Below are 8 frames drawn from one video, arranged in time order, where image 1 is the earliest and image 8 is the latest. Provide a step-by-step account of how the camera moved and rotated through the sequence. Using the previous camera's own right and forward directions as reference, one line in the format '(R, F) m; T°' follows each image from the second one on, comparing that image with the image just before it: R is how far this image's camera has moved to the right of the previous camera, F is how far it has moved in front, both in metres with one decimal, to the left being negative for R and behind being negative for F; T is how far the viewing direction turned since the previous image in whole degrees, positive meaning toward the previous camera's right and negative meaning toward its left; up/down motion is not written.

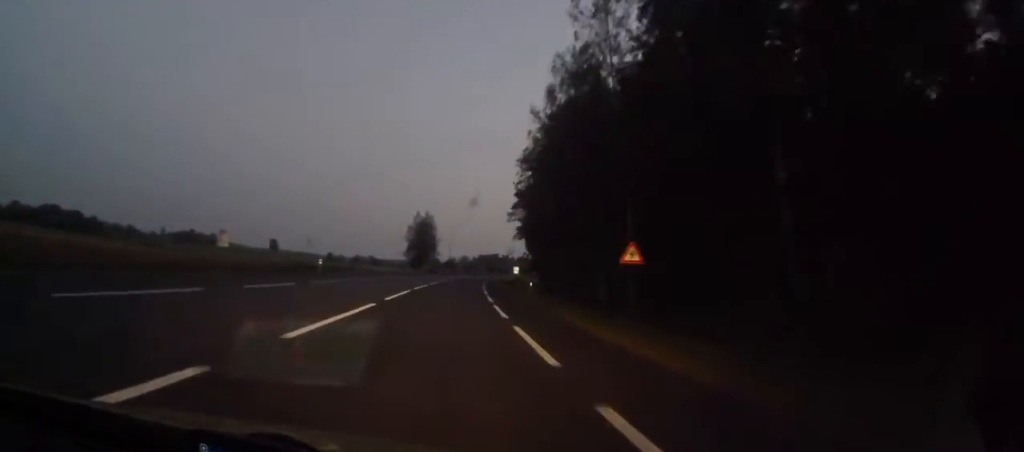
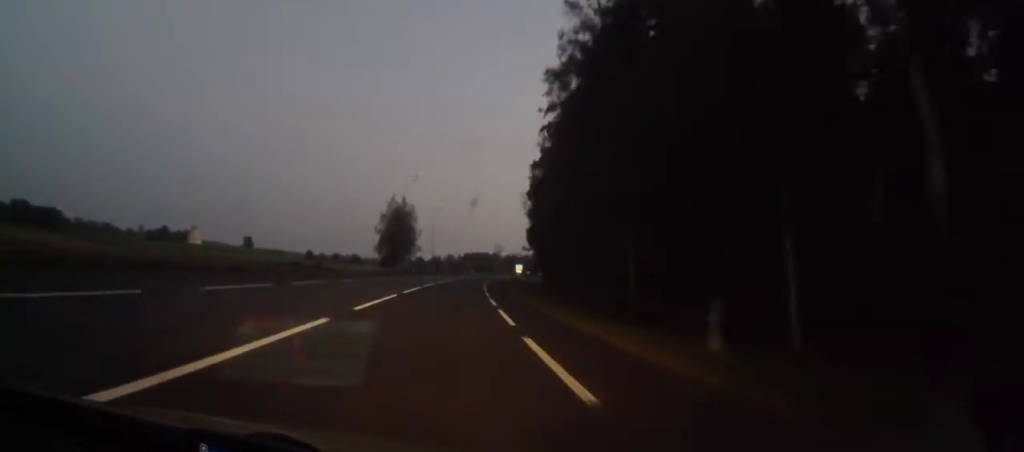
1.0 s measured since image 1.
(+0.4, +29.8) m; +1°
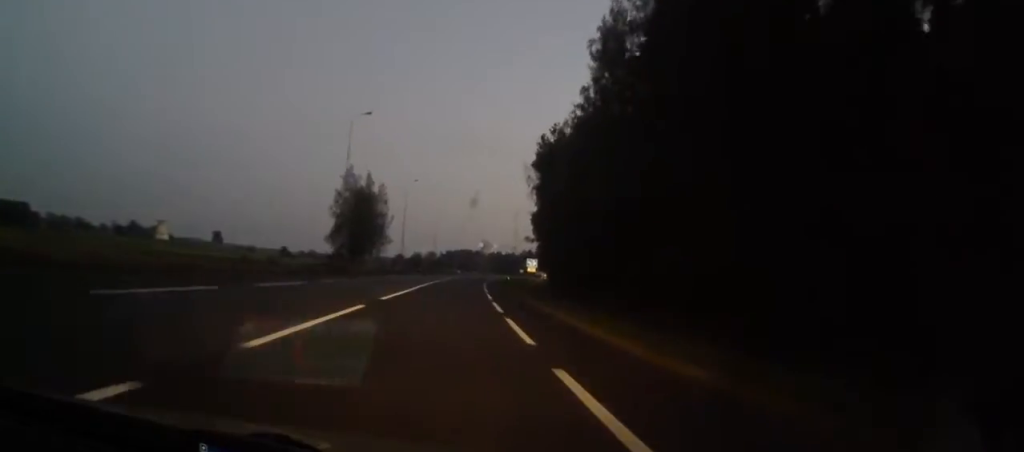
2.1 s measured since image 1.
(+0.4, +31.6) m; +1°
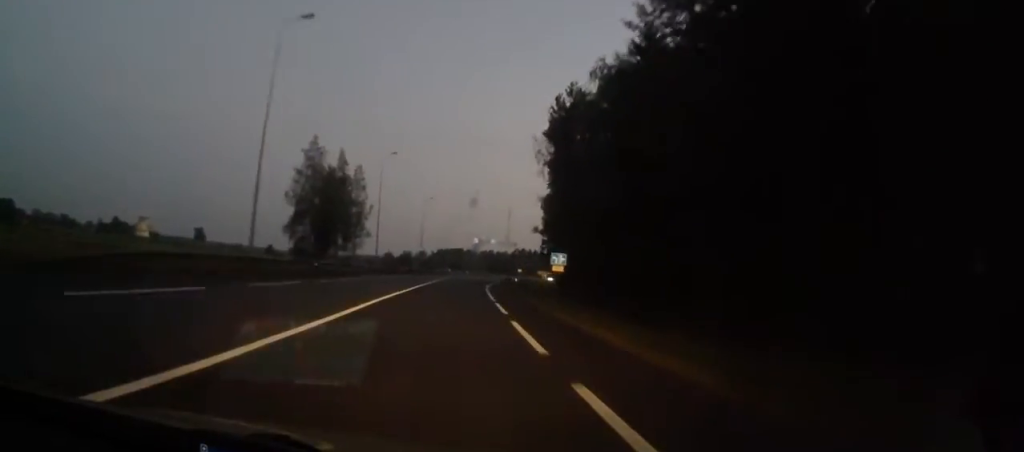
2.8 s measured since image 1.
(0.0, +19.1) m; +1°
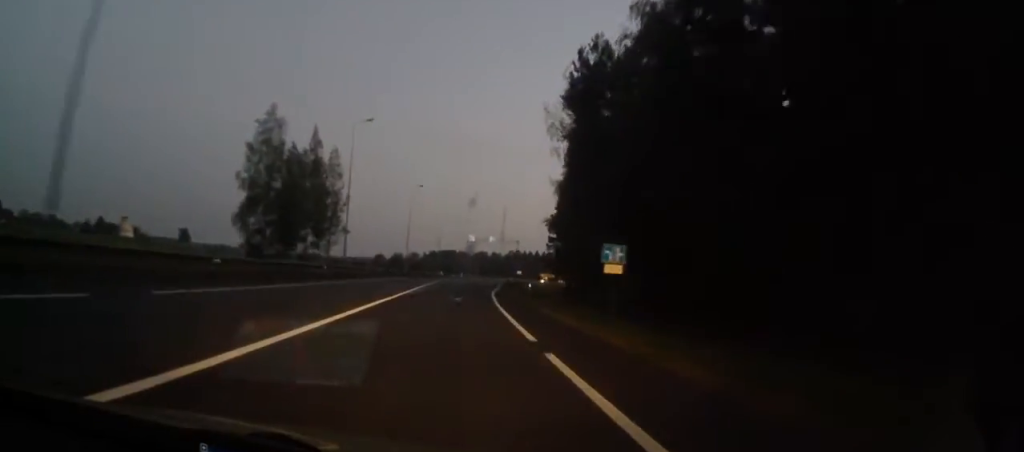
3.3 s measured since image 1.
(+0.2, +15.3) m; +1°
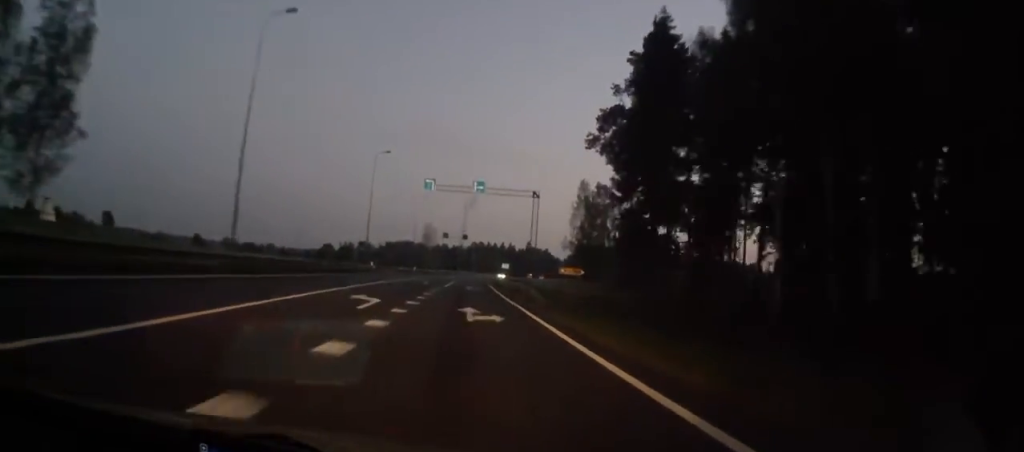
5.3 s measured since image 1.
(+1.8, +57.1) m; +3°
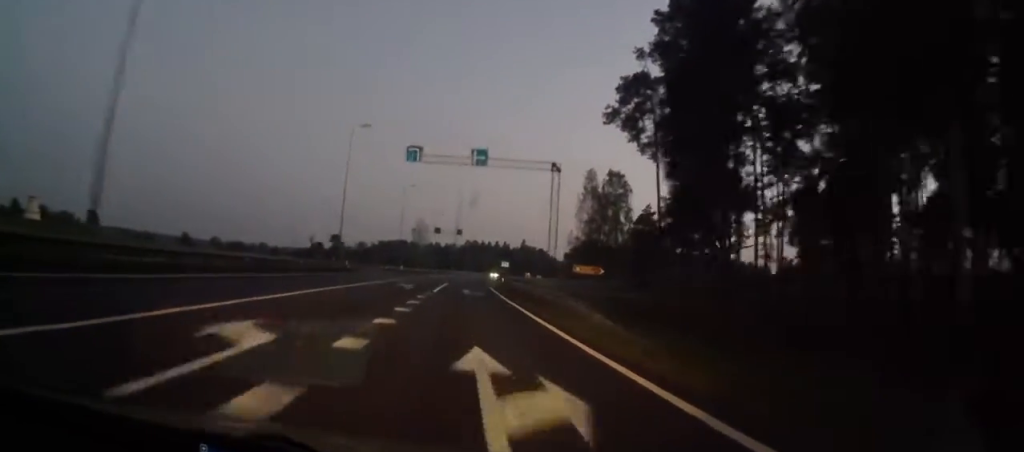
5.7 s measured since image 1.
(+0.1, +11.3) m; 0°
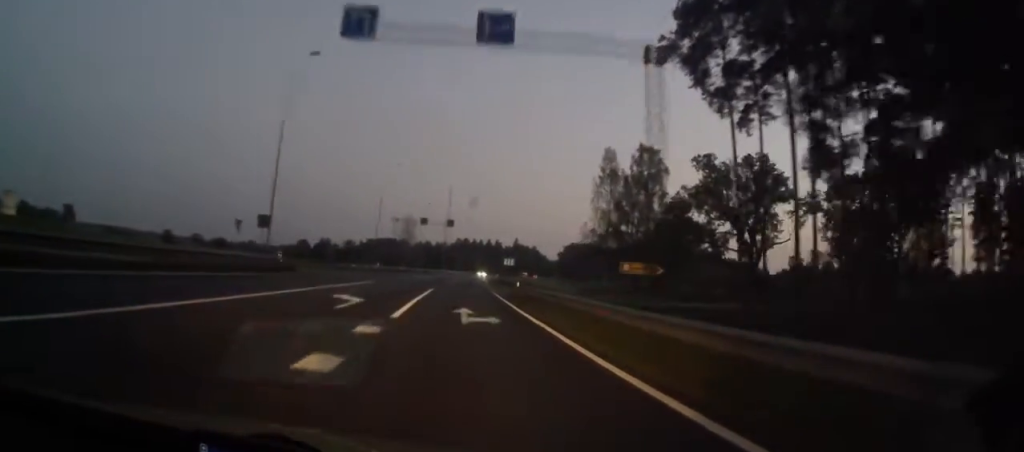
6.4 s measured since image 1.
(0.0, +18.0) m; +1°
